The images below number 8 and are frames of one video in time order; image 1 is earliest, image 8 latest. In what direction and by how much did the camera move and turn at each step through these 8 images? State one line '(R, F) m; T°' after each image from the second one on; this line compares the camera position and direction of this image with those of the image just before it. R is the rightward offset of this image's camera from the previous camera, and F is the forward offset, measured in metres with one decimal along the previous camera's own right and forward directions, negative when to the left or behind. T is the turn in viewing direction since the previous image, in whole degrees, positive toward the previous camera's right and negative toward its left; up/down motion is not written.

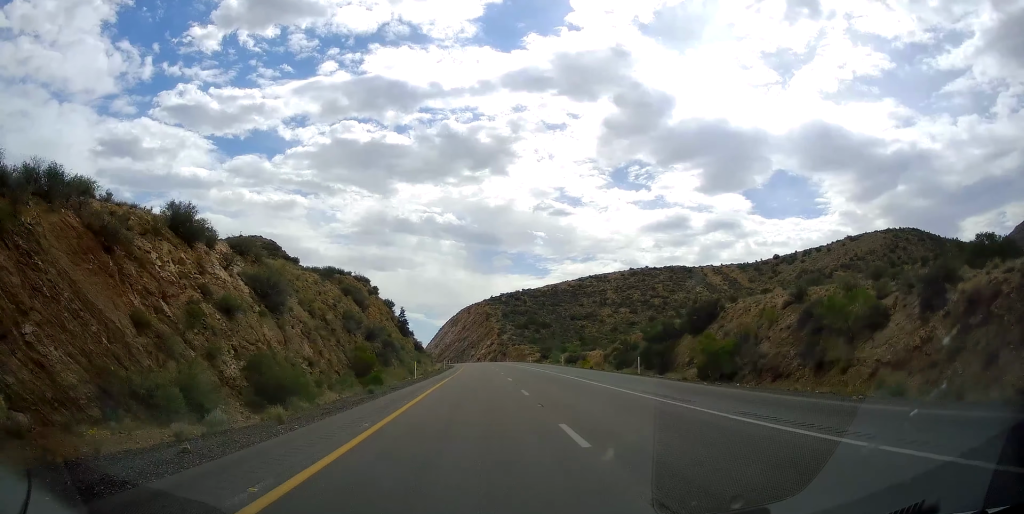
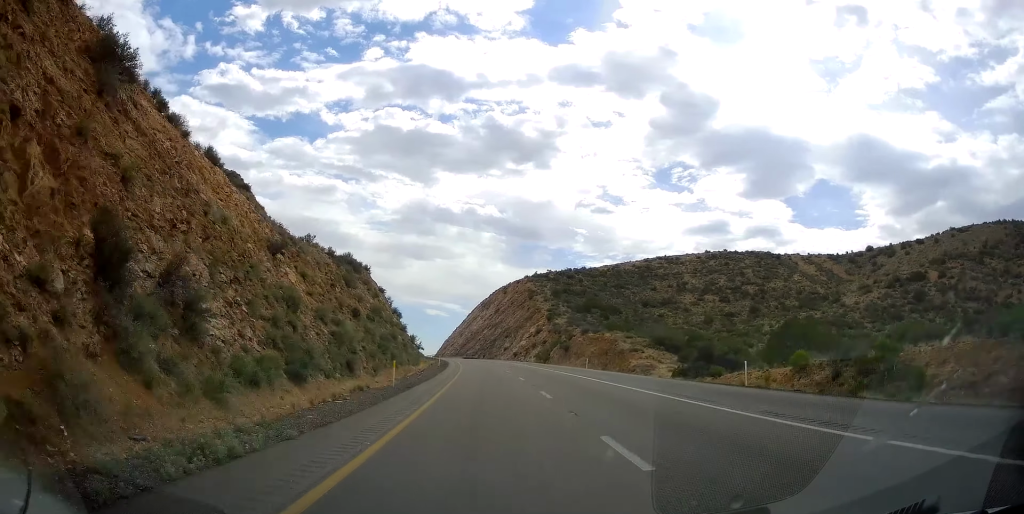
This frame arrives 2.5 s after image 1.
(-1.9, +87.7) m; -3°
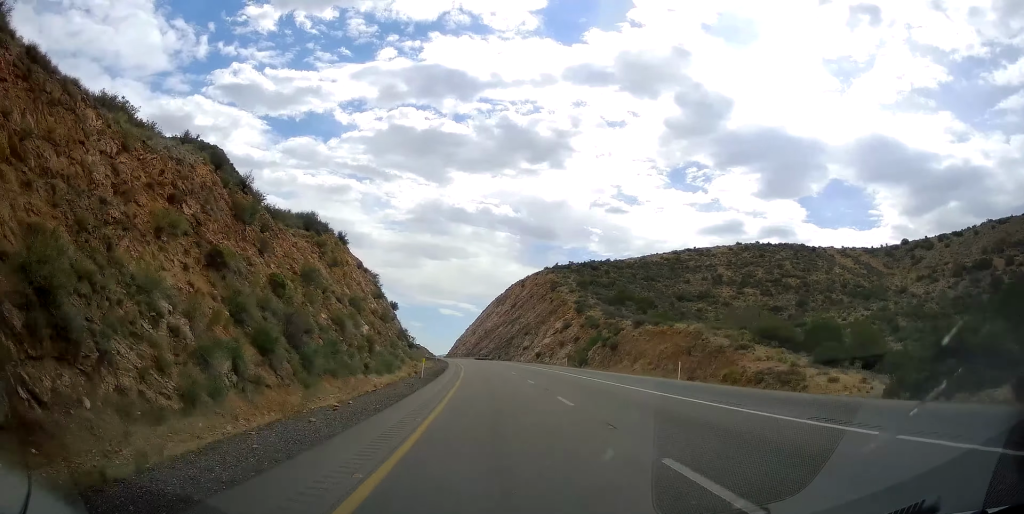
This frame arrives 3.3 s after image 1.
(-0.2, +26.8) m; -1°
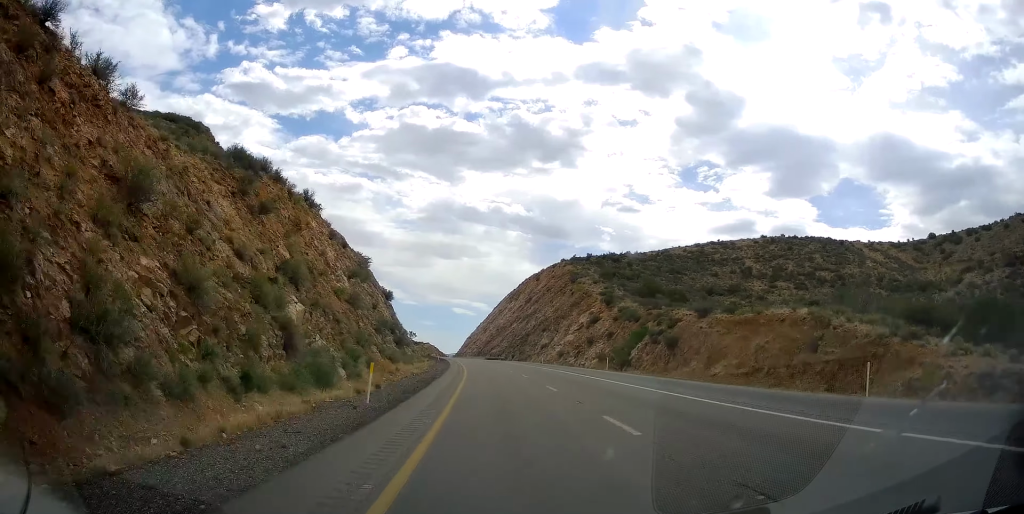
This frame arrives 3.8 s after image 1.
(-0.2, +18.6) m; -1°
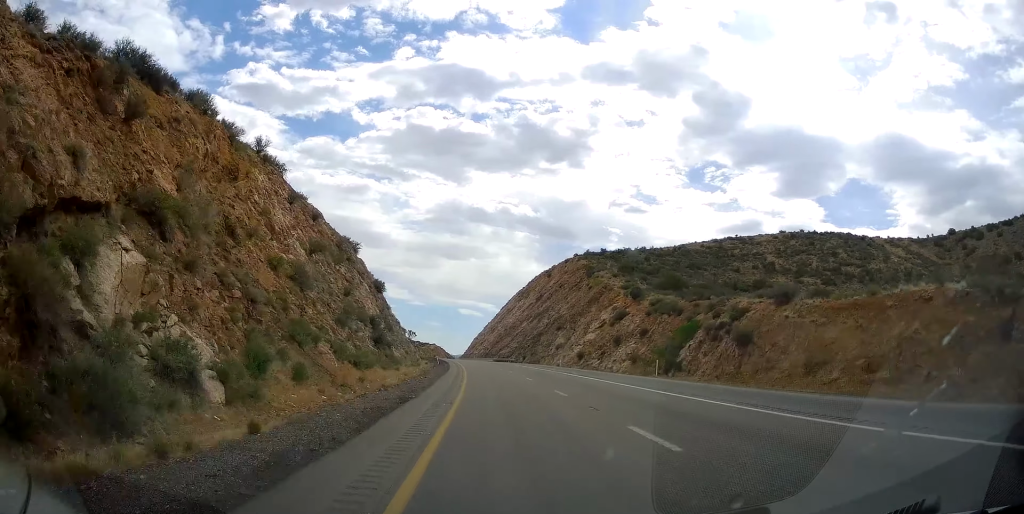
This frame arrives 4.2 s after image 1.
(-0.1, +14.0) m; -1°
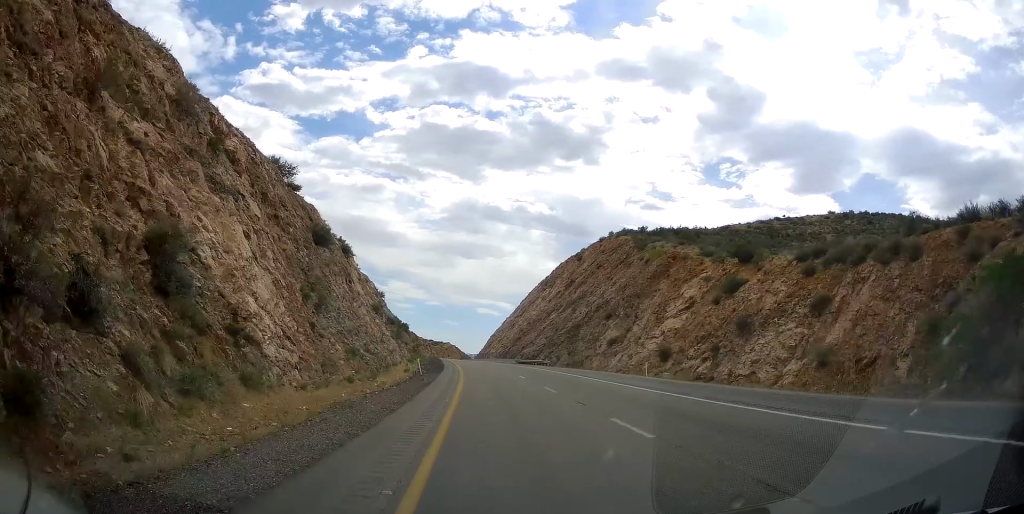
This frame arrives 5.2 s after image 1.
(-0.6, +34.9) m; -2°
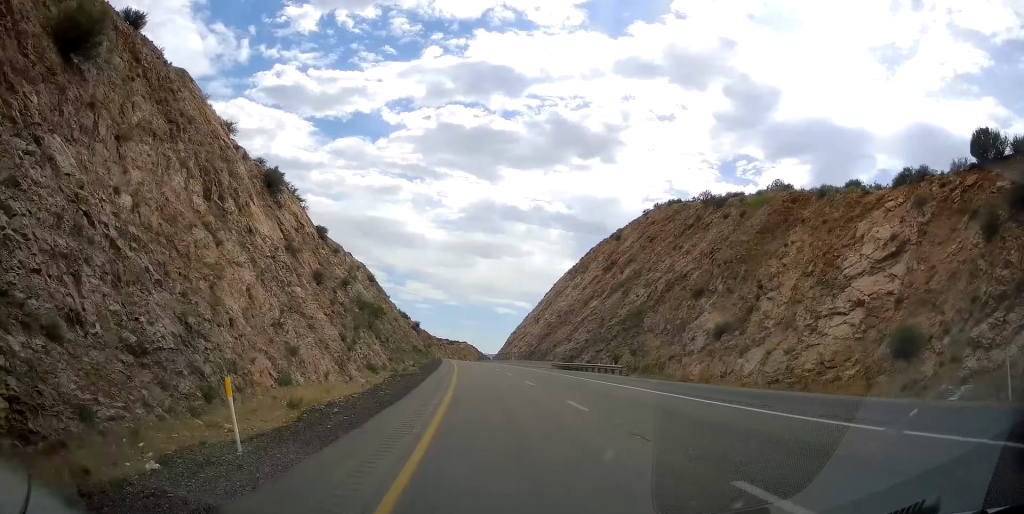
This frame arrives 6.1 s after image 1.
(-0.6, +31.5) m; -1°
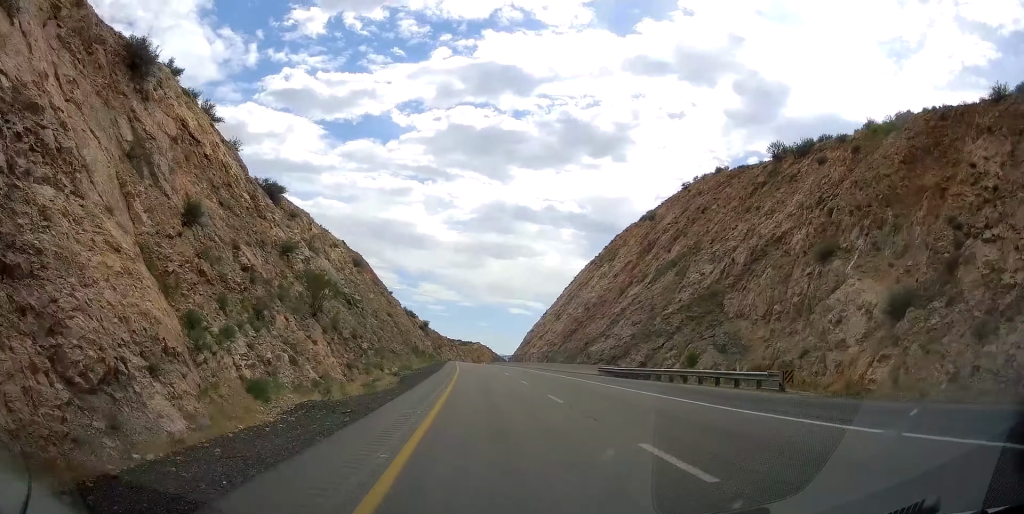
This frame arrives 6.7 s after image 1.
(+0.2, +21.0) m; 0°
